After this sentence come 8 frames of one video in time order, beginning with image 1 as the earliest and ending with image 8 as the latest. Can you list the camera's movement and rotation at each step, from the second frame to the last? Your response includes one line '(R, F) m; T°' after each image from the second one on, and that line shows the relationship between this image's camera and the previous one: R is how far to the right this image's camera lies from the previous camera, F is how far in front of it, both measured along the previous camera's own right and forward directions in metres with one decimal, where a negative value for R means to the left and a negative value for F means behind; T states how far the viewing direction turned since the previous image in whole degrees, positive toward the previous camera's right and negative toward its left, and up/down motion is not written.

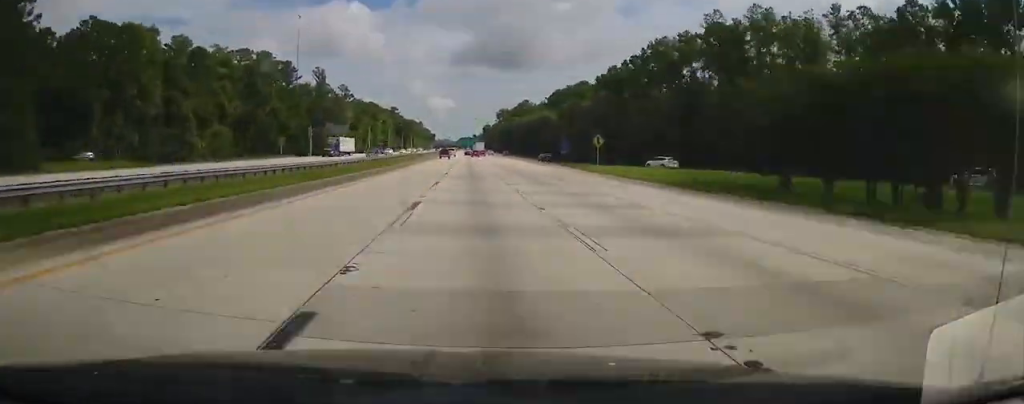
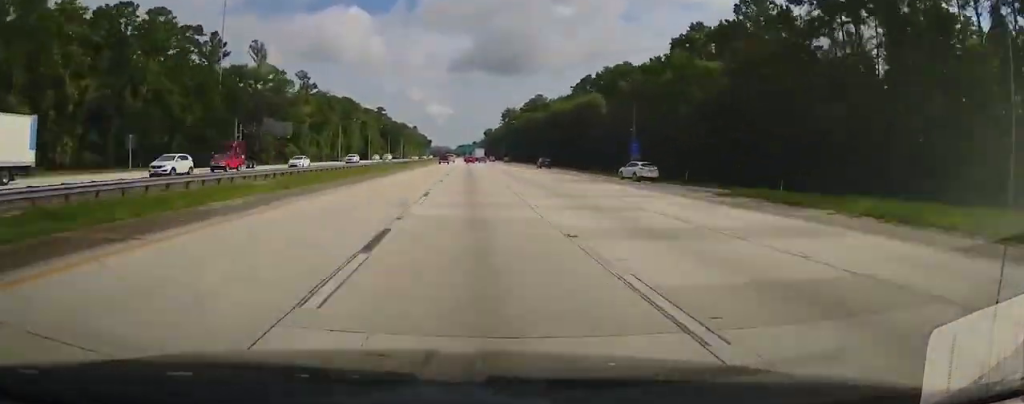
(+0.6, +54.5) m; 0°
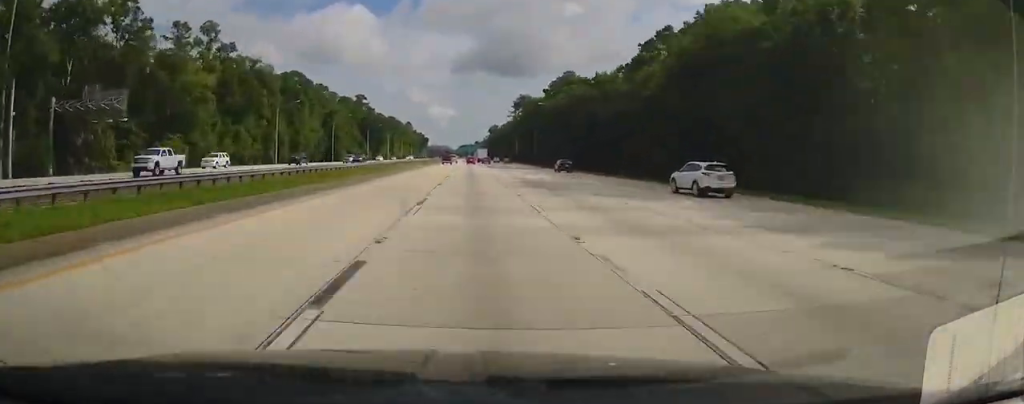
(-1.1, +63.5) m; 0°
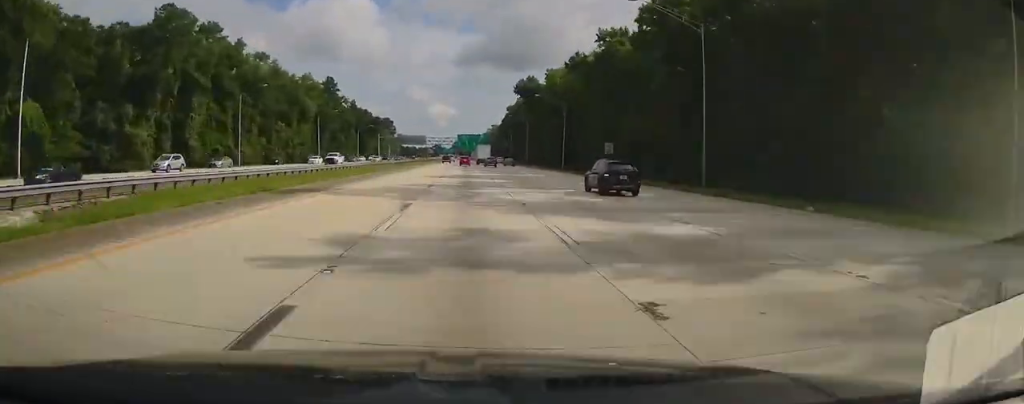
(+0.1, +229.9) m; +1°
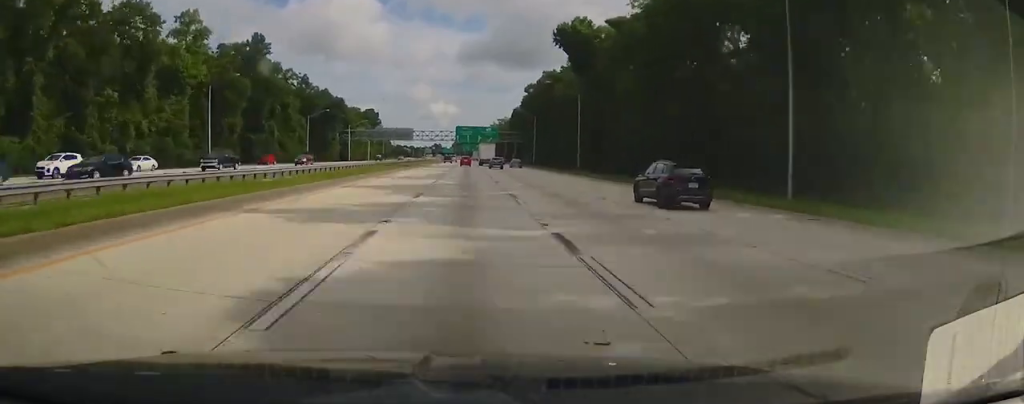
(+0.4, +66.6) m; 0°
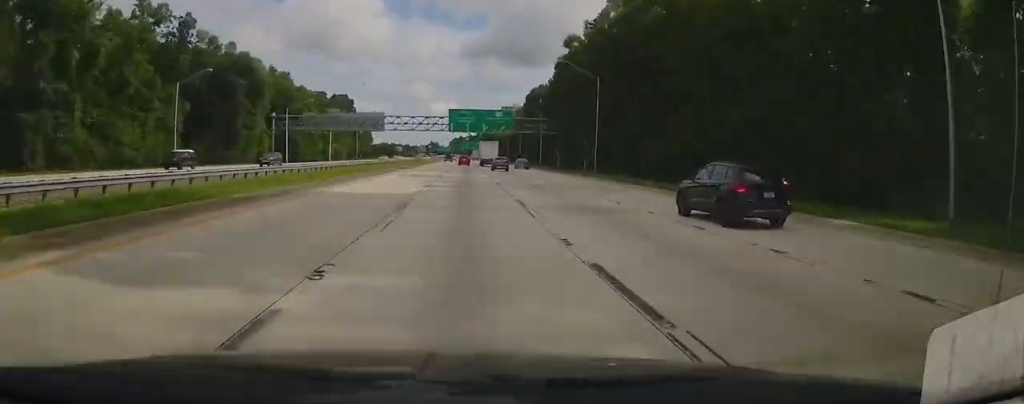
(+0.1, +66.2) m; 0°
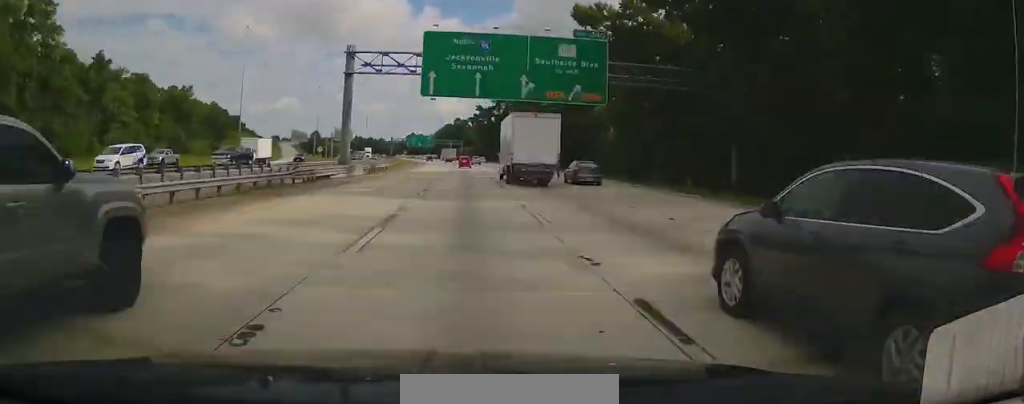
(-3.1, +332.8) m; -3°
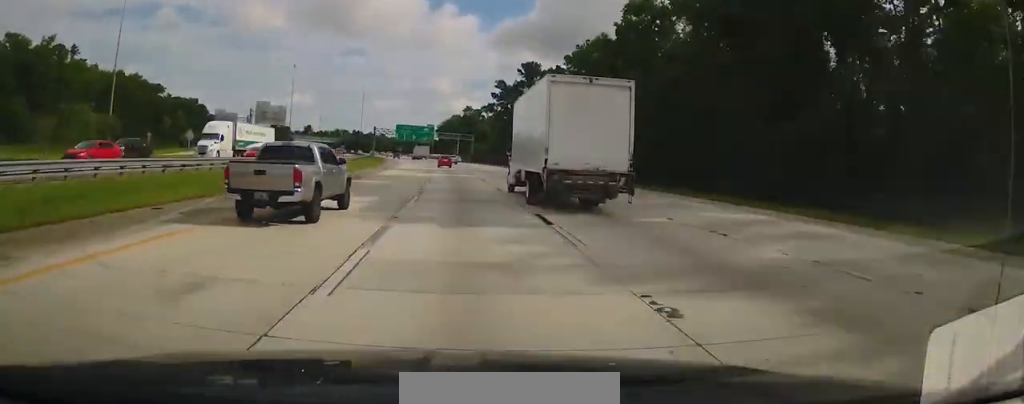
(-1.6, +78.9) m; -3°
